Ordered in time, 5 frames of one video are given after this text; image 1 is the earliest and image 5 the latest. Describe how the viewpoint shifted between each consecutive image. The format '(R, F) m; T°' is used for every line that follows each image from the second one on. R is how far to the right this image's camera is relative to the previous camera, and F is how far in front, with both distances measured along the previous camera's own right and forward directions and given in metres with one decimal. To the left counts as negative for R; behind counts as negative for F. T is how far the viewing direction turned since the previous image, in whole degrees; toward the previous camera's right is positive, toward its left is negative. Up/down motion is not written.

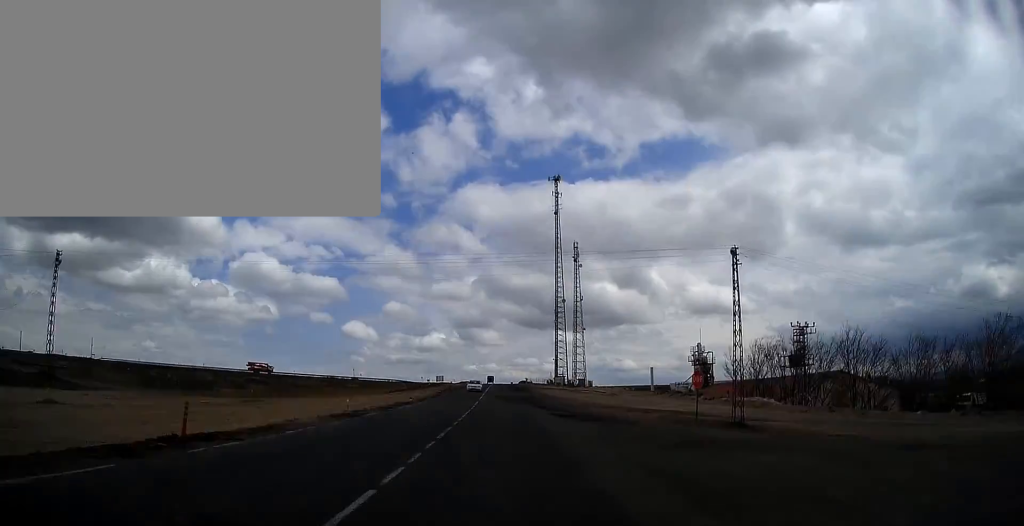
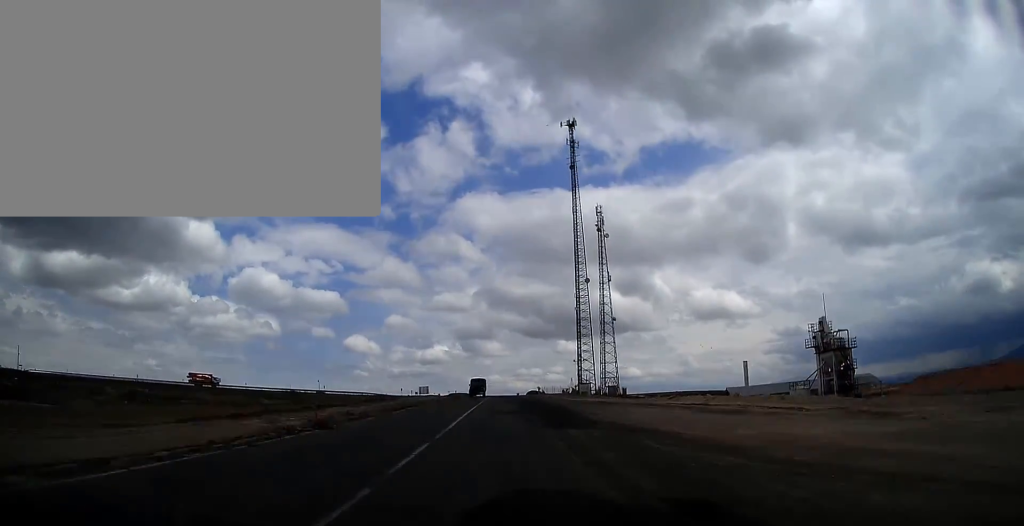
(0.0, +69.1) m; 0°
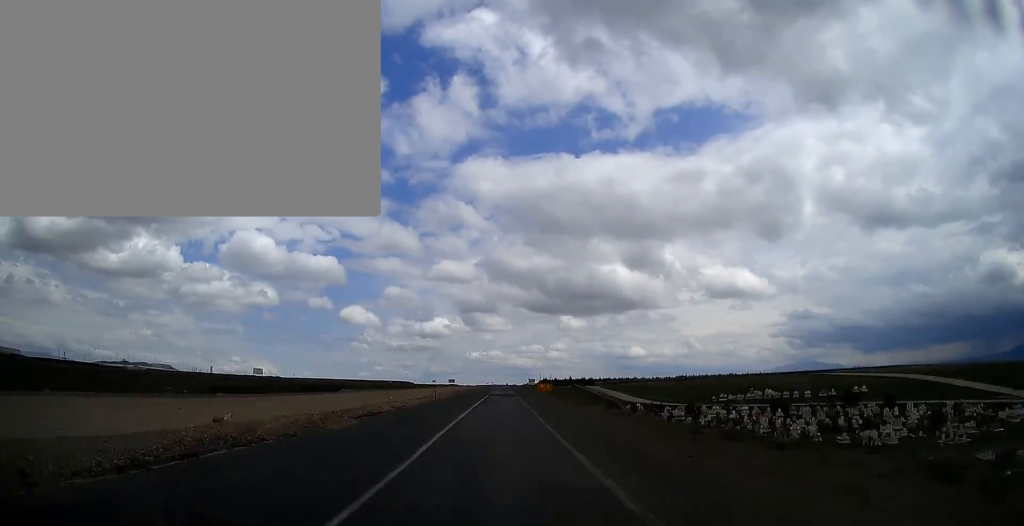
(-1.2, +226.7) m; 0°
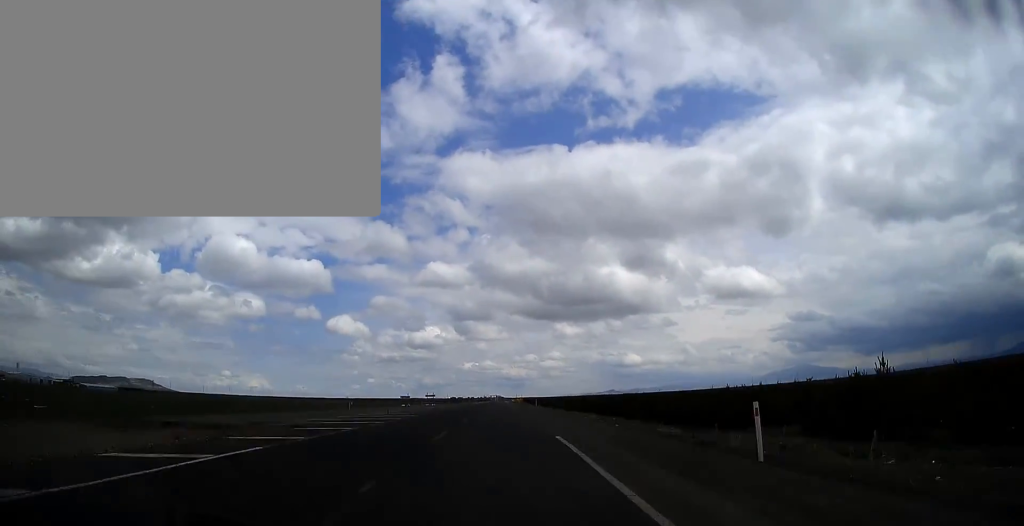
(+1.0, +316.7) m; 0°
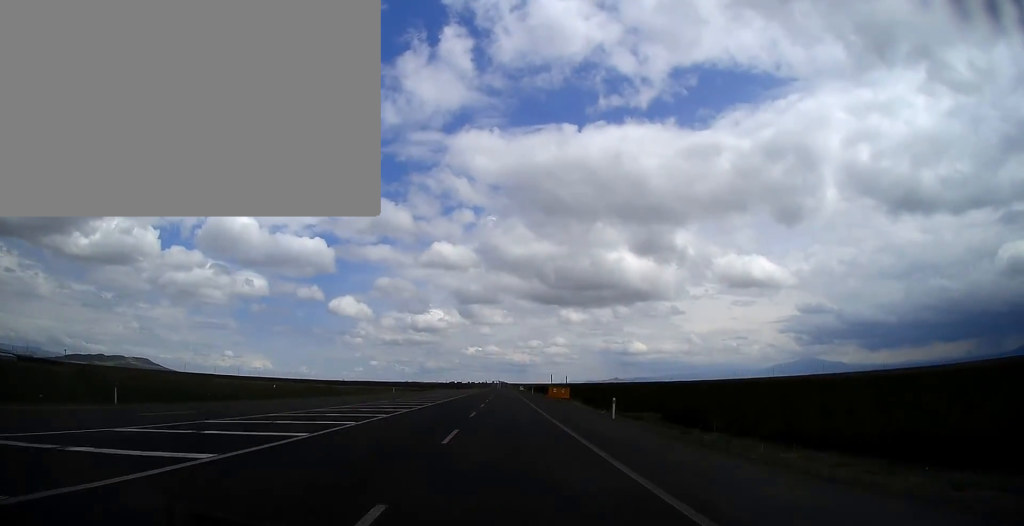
(-0.5, +119.7) m; 0°
